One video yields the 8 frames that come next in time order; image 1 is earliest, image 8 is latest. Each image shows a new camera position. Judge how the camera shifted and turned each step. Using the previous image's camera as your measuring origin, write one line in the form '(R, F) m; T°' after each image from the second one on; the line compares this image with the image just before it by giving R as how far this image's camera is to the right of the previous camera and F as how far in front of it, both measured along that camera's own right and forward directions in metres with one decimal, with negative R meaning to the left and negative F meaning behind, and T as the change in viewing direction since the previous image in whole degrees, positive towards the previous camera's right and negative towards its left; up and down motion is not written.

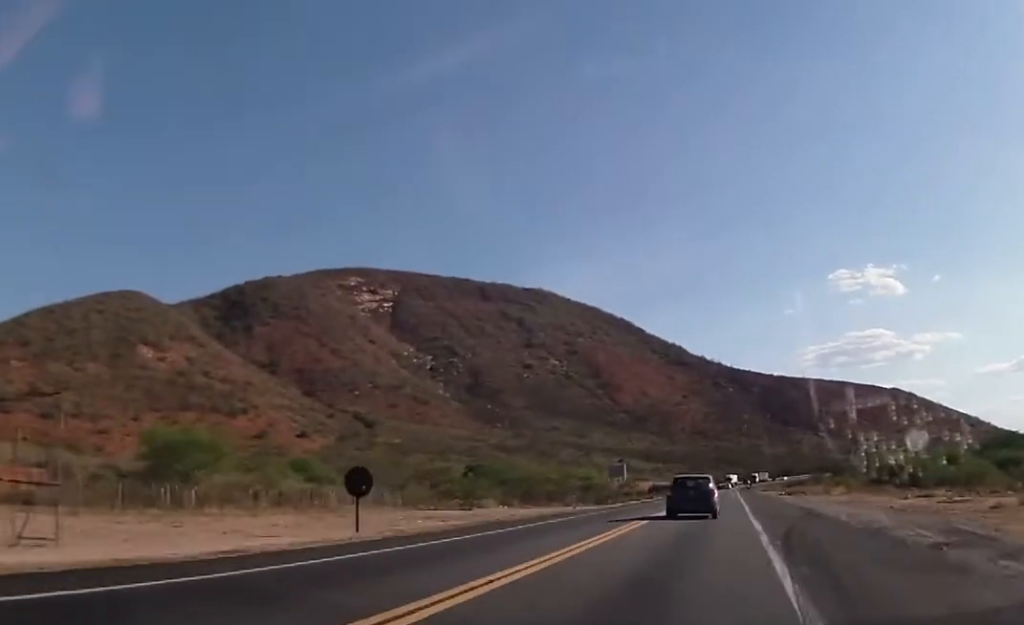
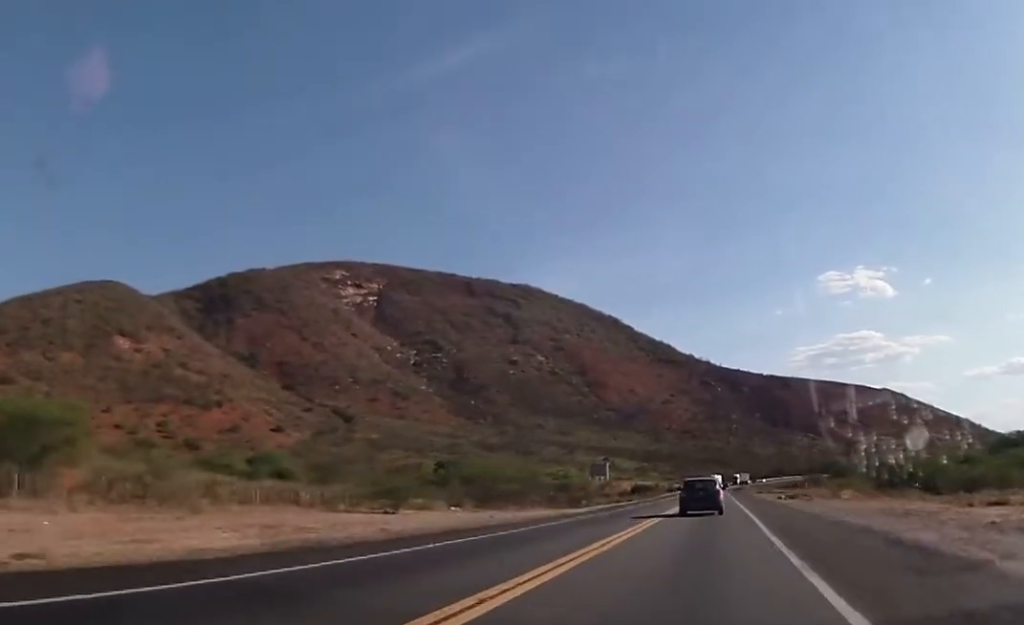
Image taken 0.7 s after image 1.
(-0.3, +16.4) m; 0°
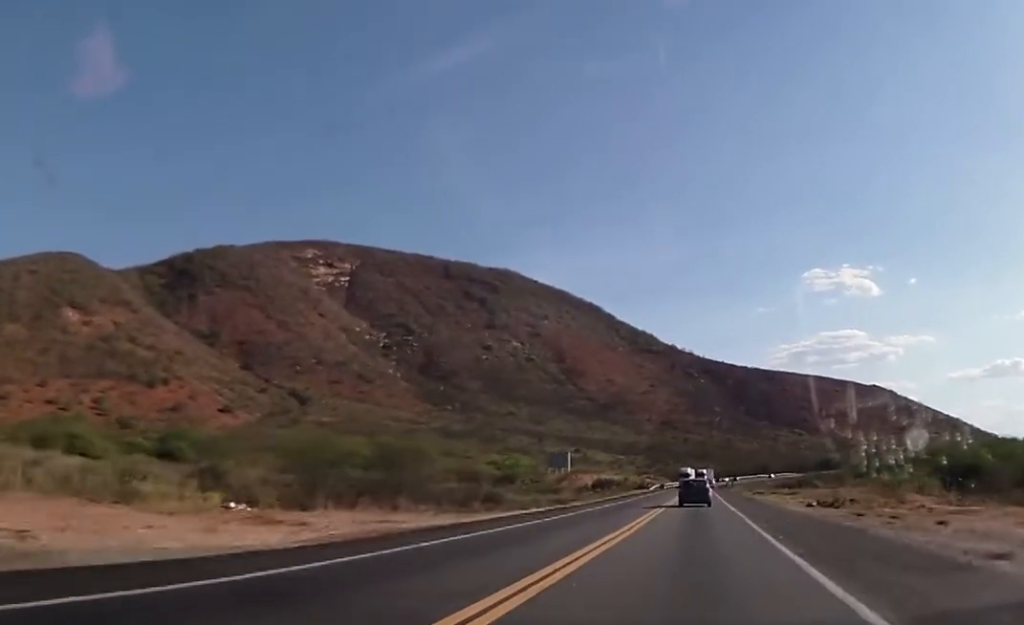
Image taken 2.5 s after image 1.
(+0.4, +41.7) m; +1°
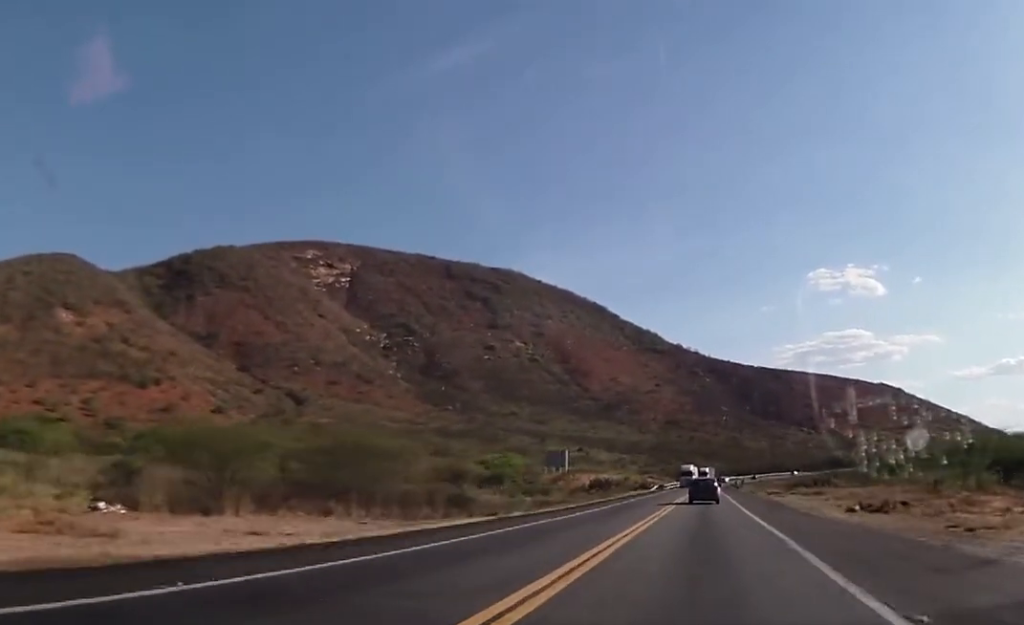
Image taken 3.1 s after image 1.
(0.0, +13.5) m; 0°
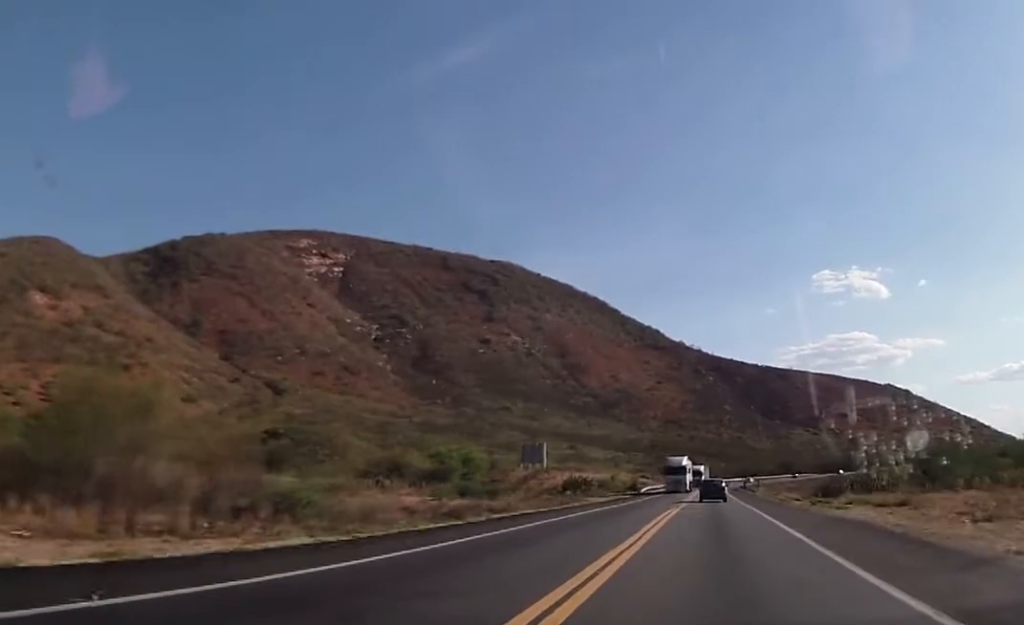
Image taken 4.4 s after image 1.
(+0.2, +31.2) m; +1°
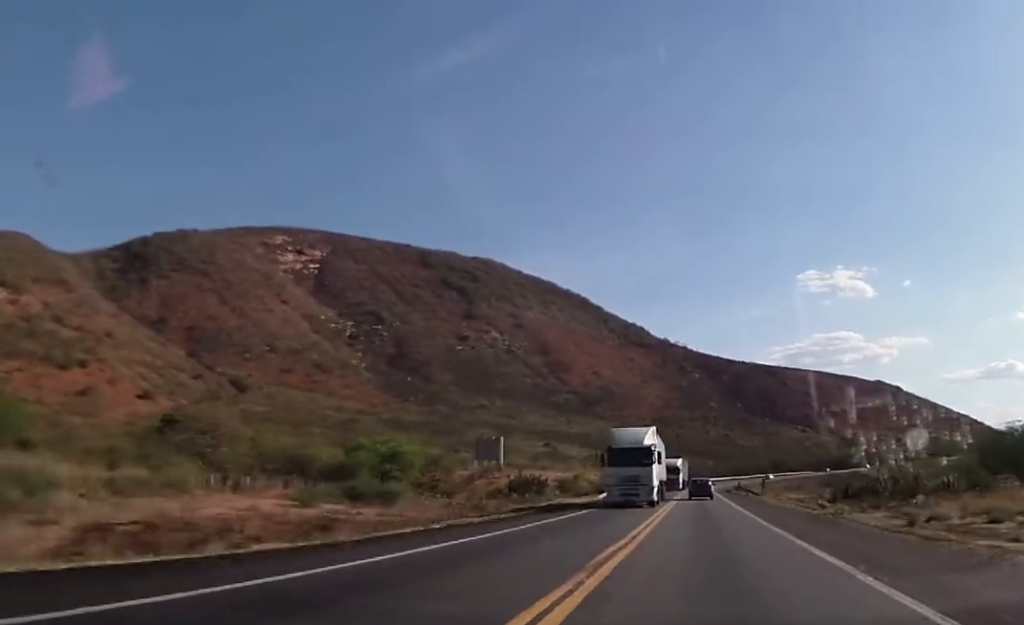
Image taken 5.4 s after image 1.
(+0.2, +27.0) m; 0°
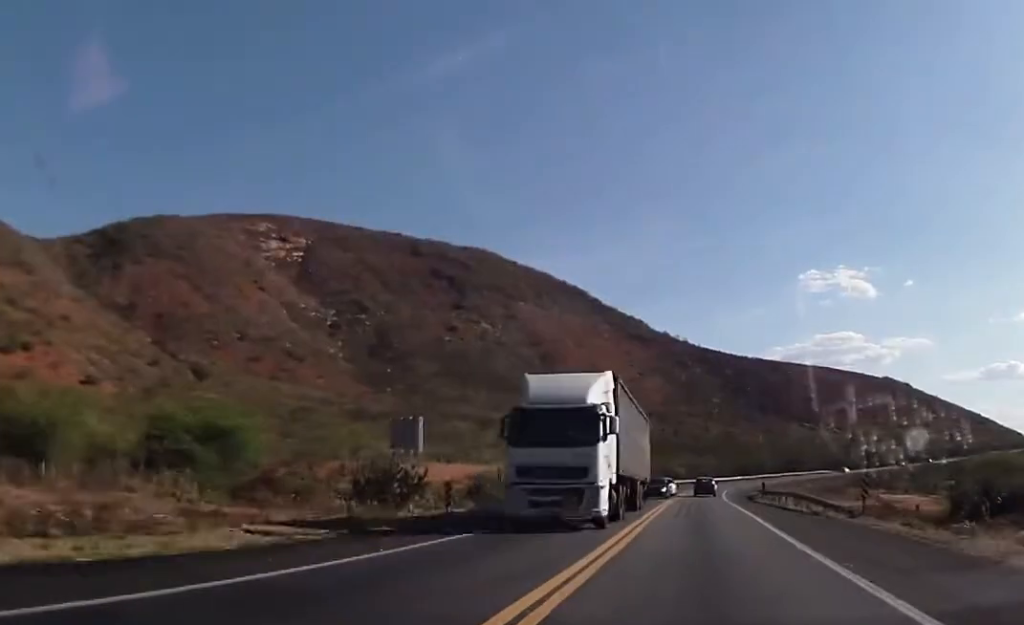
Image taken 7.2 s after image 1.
(+0.1, +44.7) m; +1°
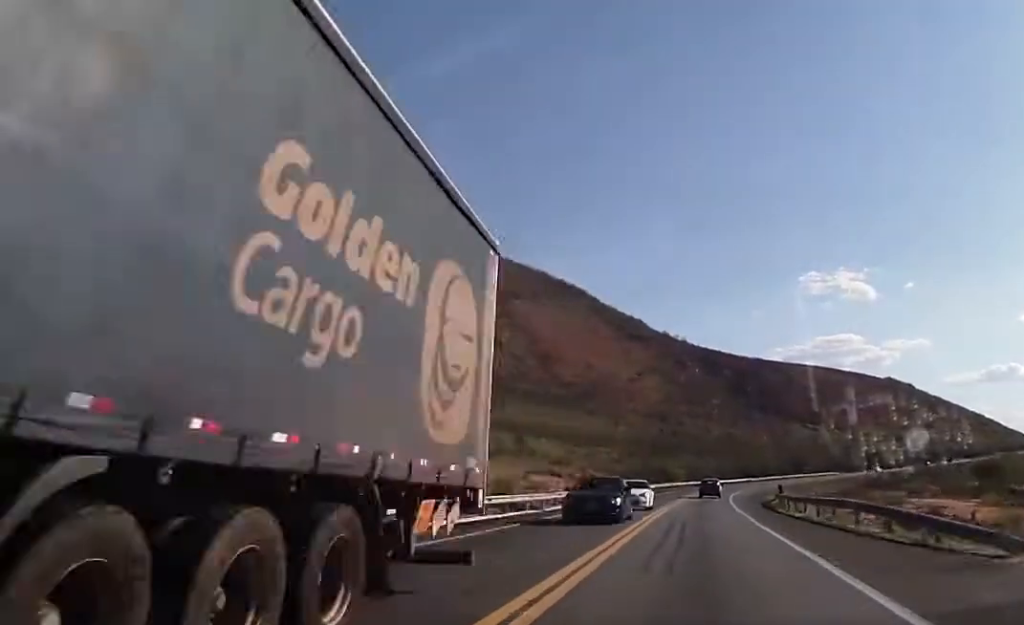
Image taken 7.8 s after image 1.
(0.0, +16.5) m; -1°
